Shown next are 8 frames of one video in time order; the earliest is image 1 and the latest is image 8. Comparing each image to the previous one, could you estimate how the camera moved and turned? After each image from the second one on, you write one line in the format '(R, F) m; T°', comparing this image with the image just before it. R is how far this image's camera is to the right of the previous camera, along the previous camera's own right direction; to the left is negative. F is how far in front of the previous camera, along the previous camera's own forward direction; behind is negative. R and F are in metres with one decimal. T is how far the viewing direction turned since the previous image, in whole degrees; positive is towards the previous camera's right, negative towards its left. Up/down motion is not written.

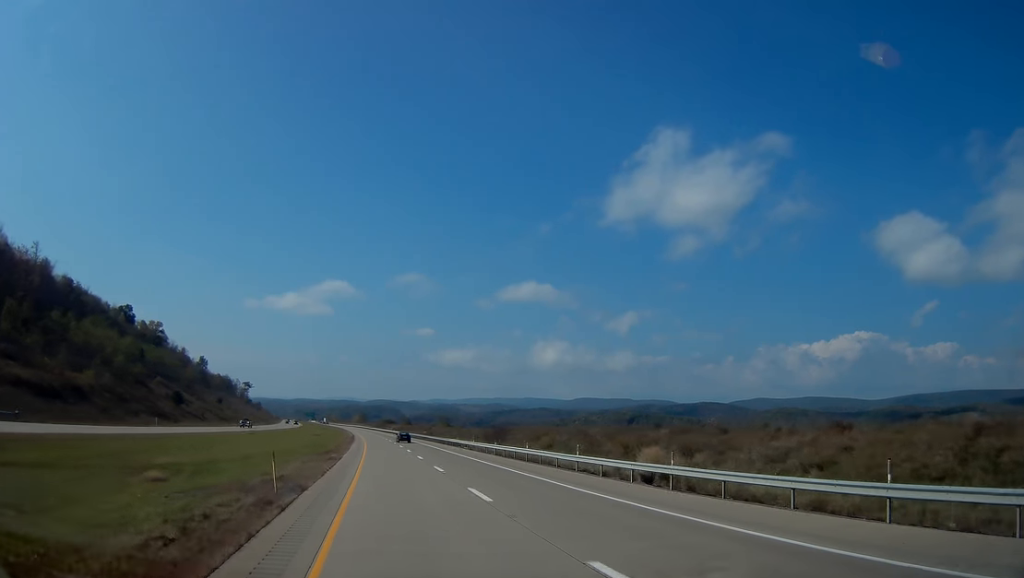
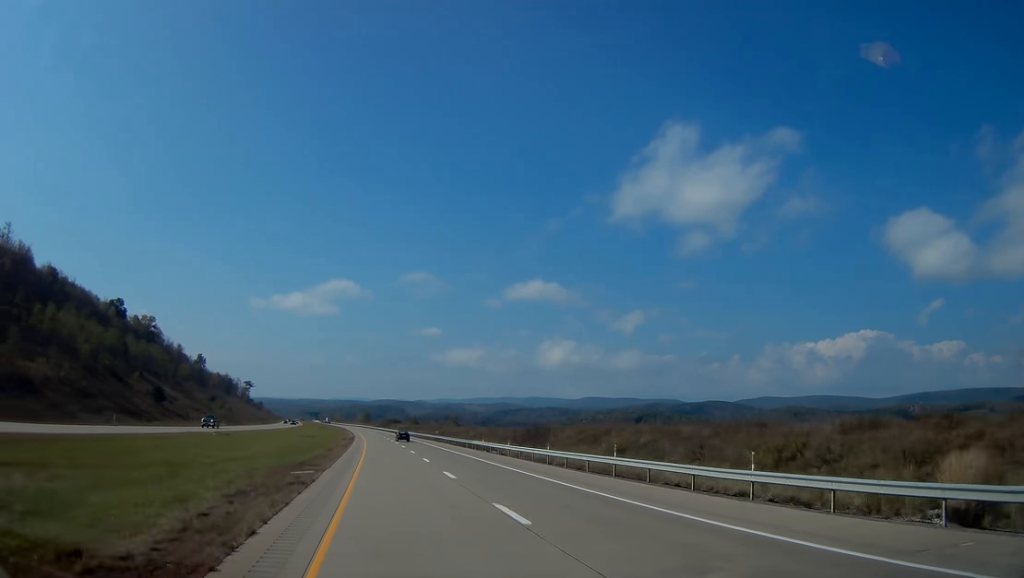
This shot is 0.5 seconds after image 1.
(+0.2, +16.8) m; 0°
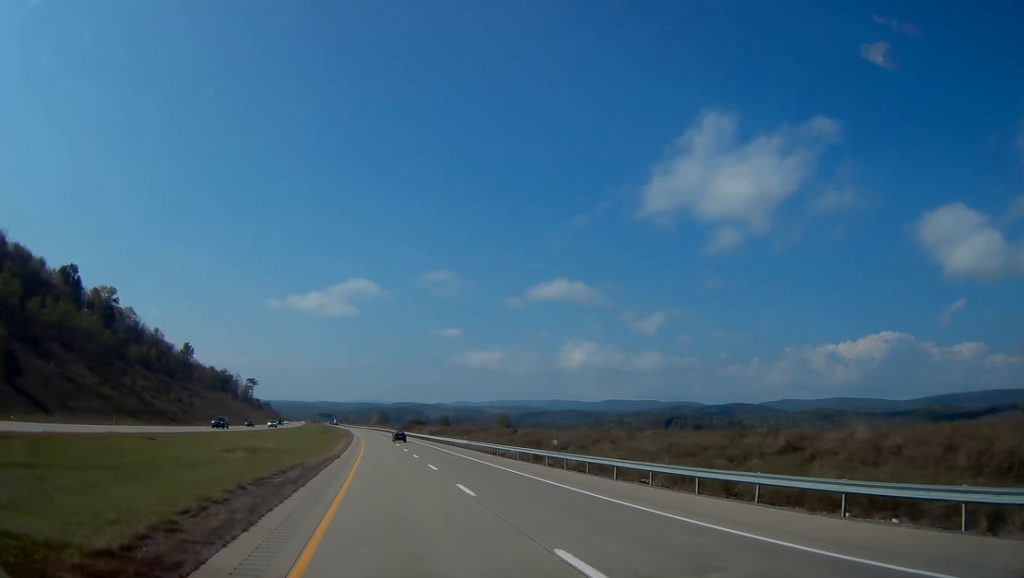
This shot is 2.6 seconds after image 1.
(-1.2, +66.8) m; -2°
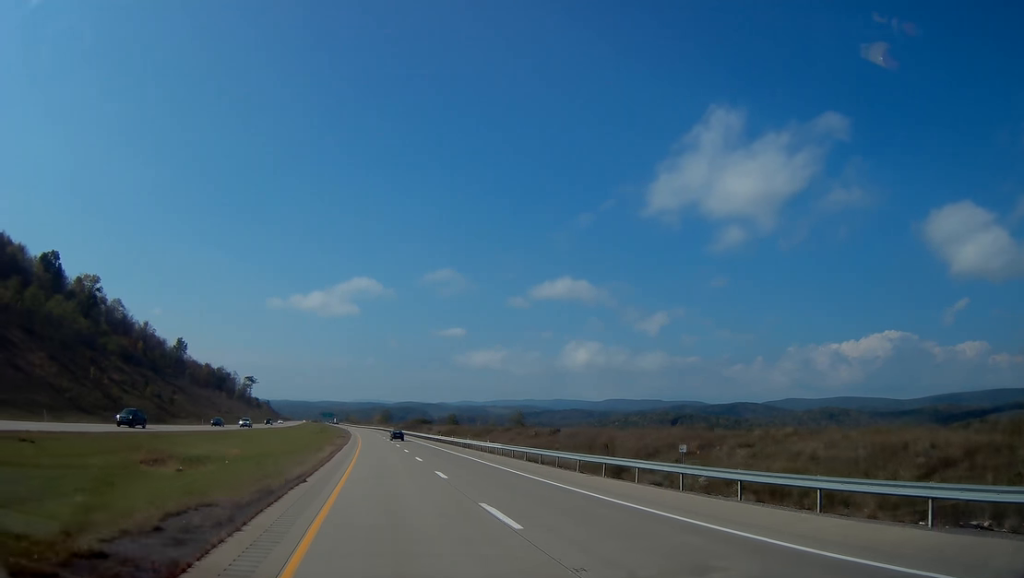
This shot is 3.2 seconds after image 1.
(-0.1, +18.1) m; 0°
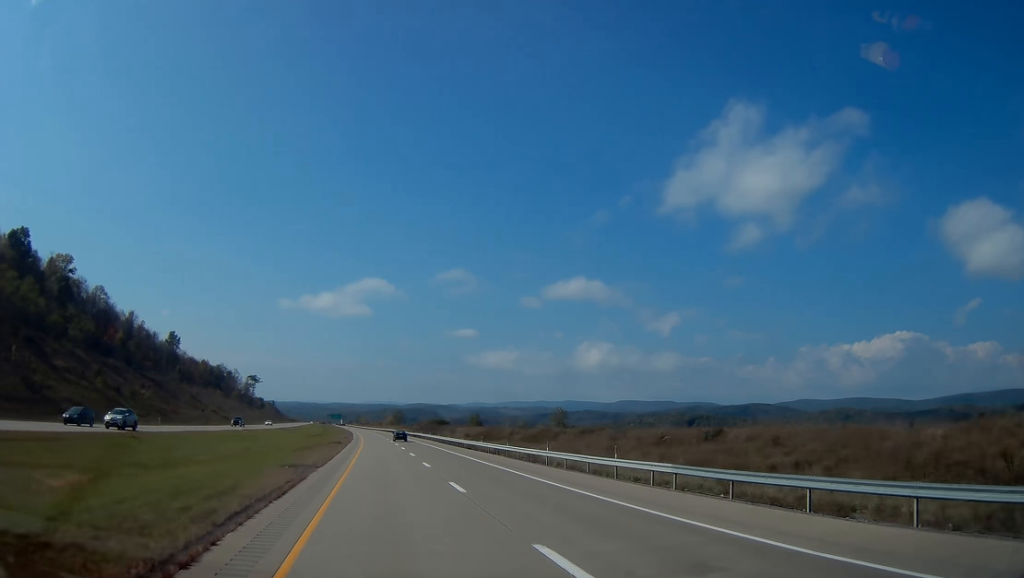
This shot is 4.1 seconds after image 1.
(-0.1, +29.9) m; 0°
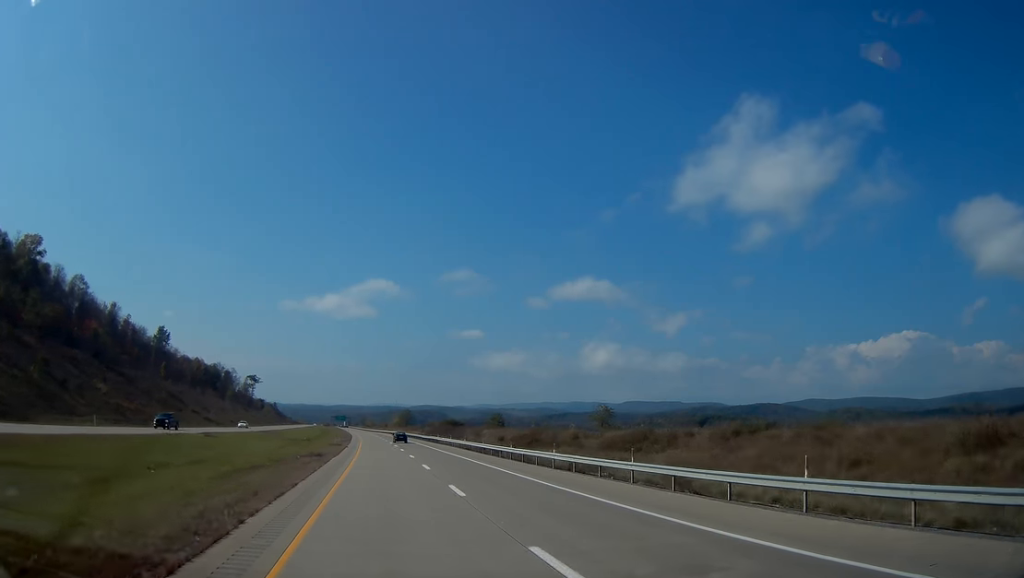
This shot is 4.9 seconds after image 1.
(+0.1, +24.6) m; -1°
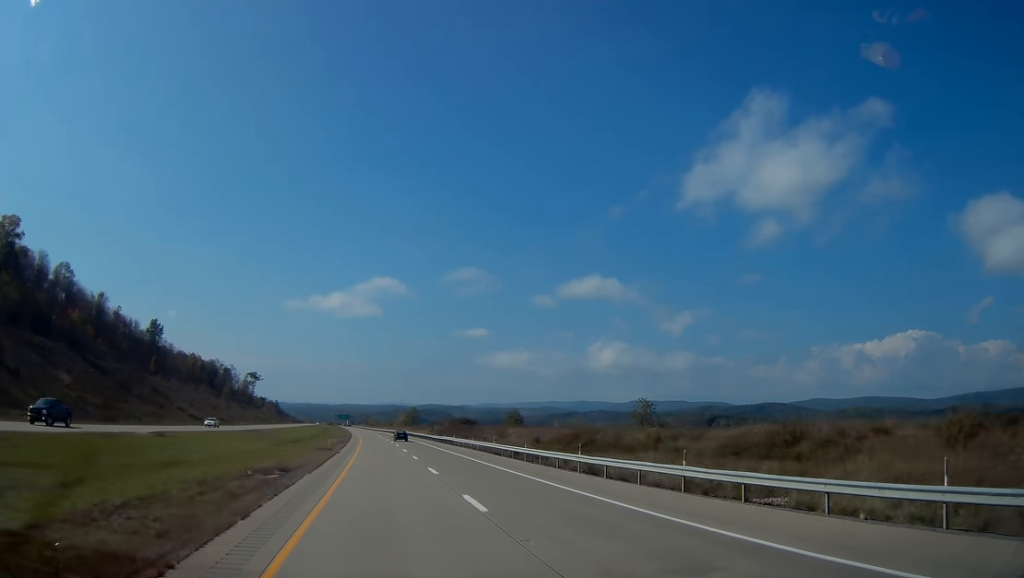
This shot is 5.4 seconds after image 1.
(-0.2, +16.1) m; -1°
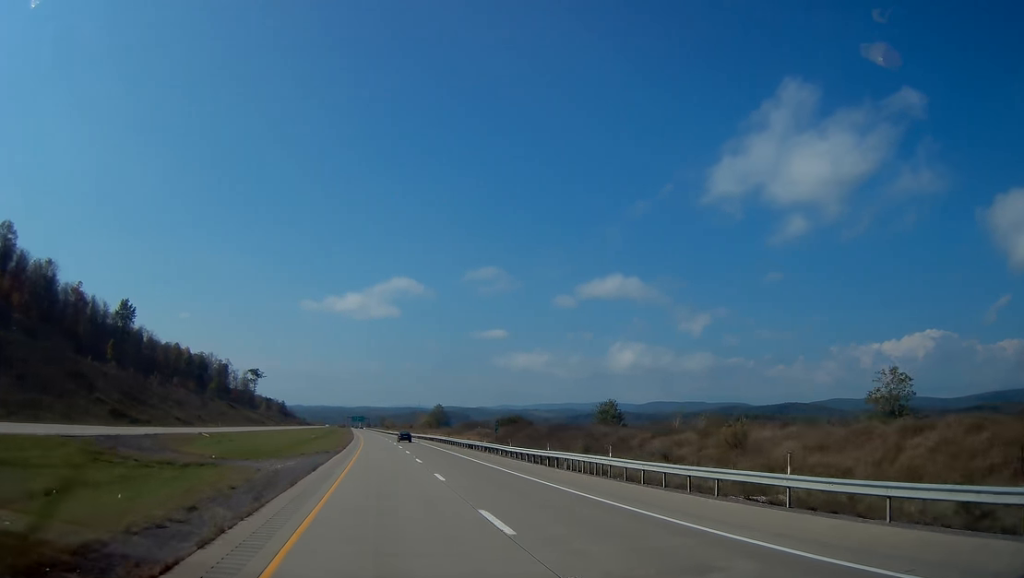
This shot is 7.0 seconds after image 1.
(-1.0, +51.4) m; -2°
